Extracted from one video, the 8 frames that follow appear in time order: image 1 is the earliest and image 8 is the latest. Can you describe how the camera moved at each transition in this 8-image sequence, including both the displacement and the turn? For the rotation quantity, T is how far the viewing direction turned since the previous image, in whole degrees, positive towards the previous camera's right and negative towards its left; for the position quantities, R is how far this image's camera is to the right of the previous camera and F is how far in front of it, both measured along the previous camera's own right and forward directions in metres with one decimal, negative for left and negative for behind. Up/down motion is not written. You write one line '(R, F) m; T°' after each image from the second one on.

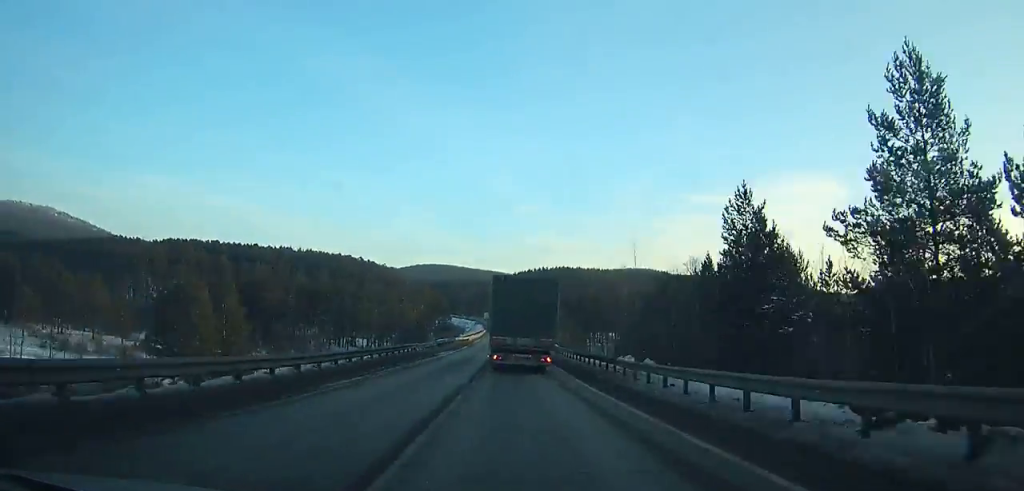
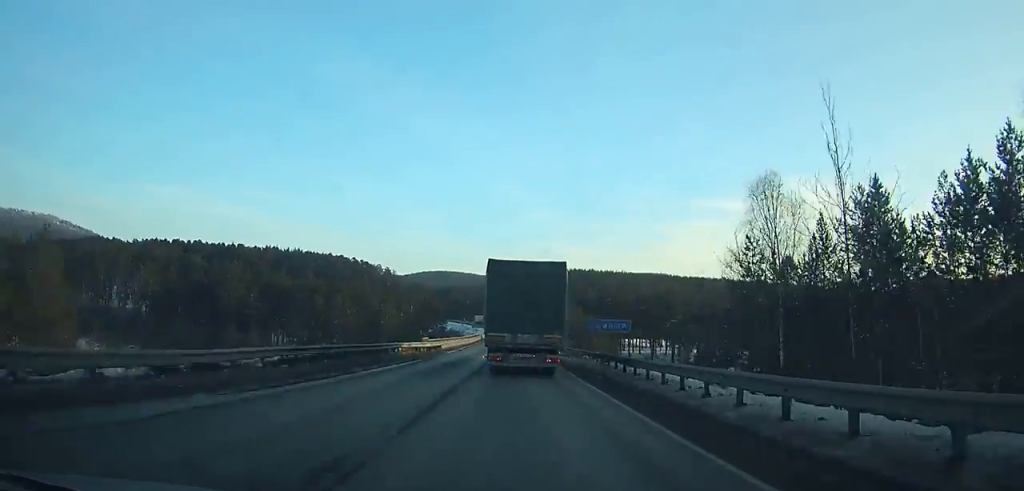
(-0.4, +42.3) m; -1°
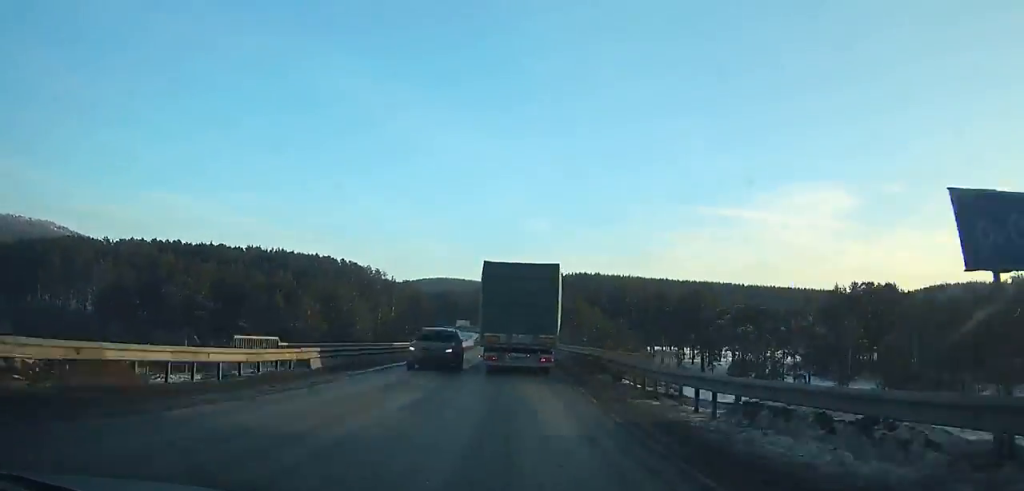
(-0.2, +33.6) m; -1°
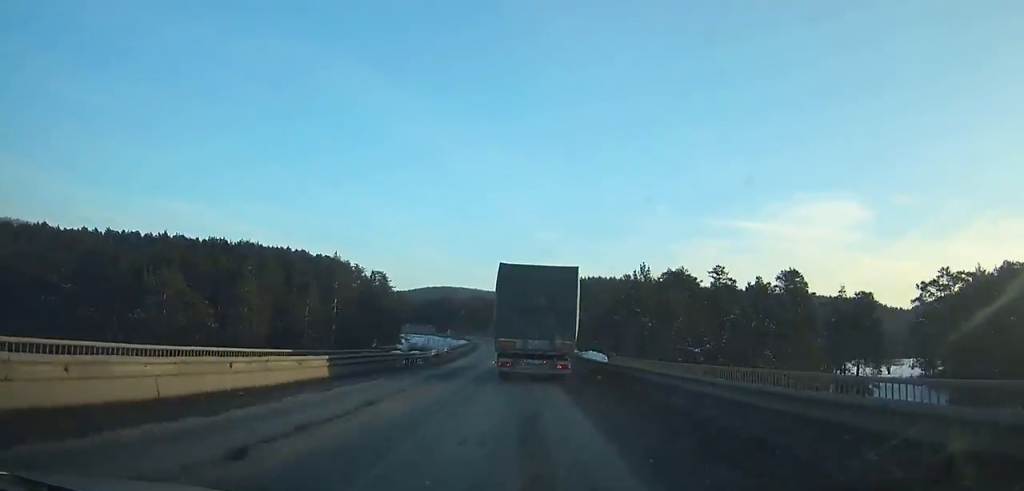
(-0.5, +56.9) m; -1°
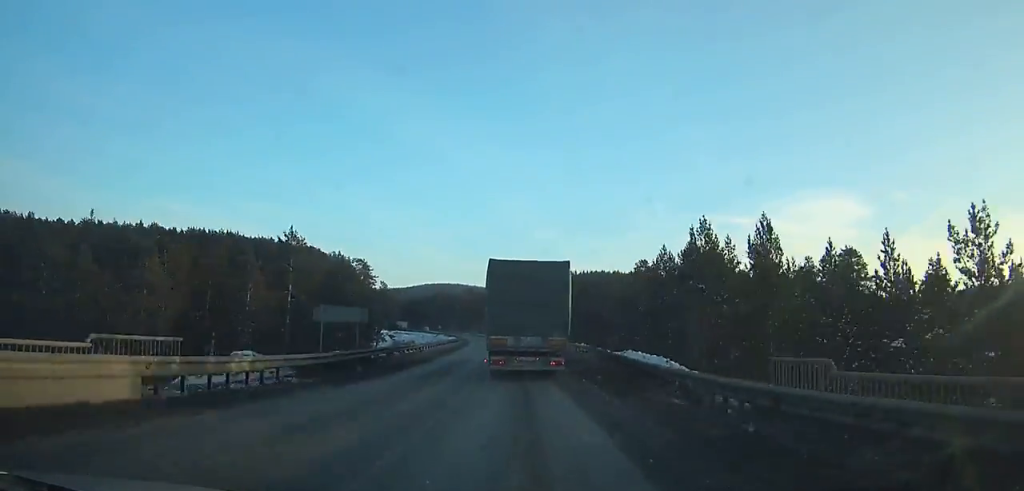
(0.0, +20.8) m; -1°
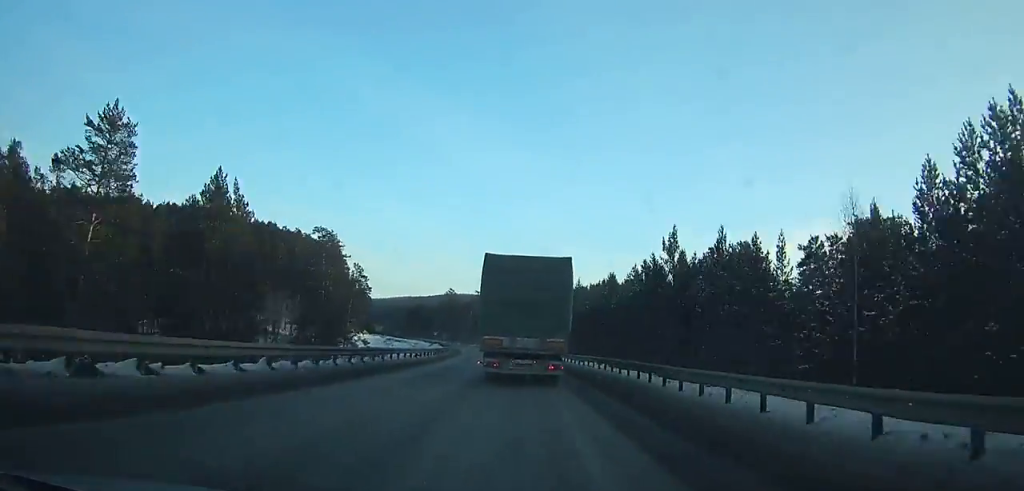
(-0.6, +46.0) m; -1°
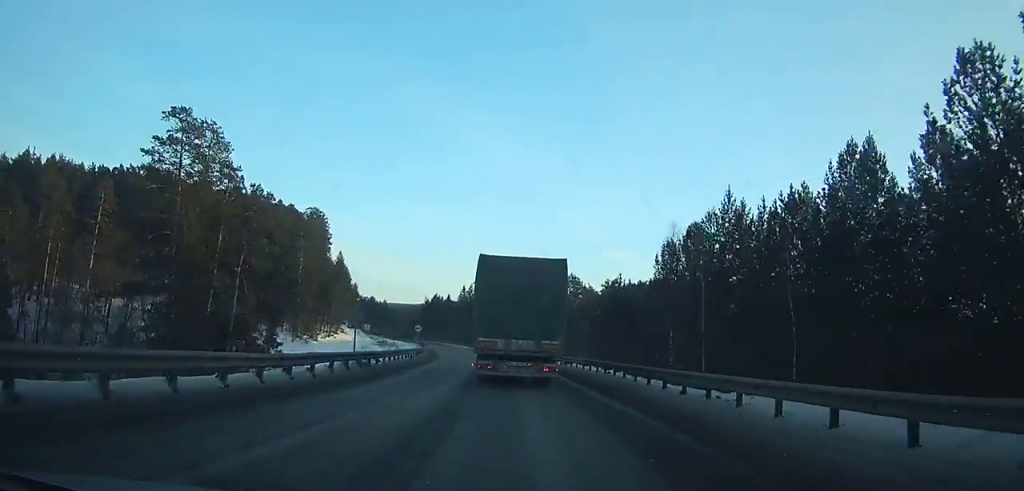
(-0.5, +59.9) m; -8°
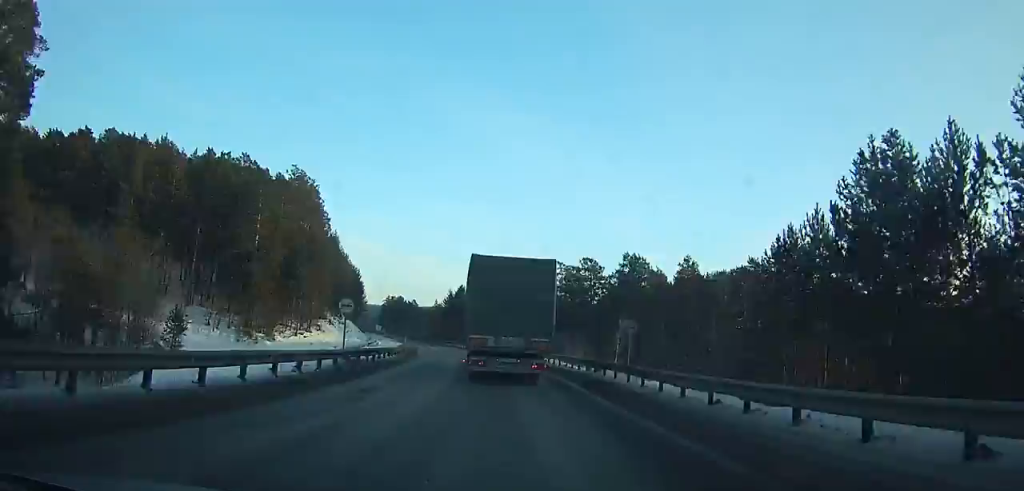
(-3.9, +38.2) m; -7°
